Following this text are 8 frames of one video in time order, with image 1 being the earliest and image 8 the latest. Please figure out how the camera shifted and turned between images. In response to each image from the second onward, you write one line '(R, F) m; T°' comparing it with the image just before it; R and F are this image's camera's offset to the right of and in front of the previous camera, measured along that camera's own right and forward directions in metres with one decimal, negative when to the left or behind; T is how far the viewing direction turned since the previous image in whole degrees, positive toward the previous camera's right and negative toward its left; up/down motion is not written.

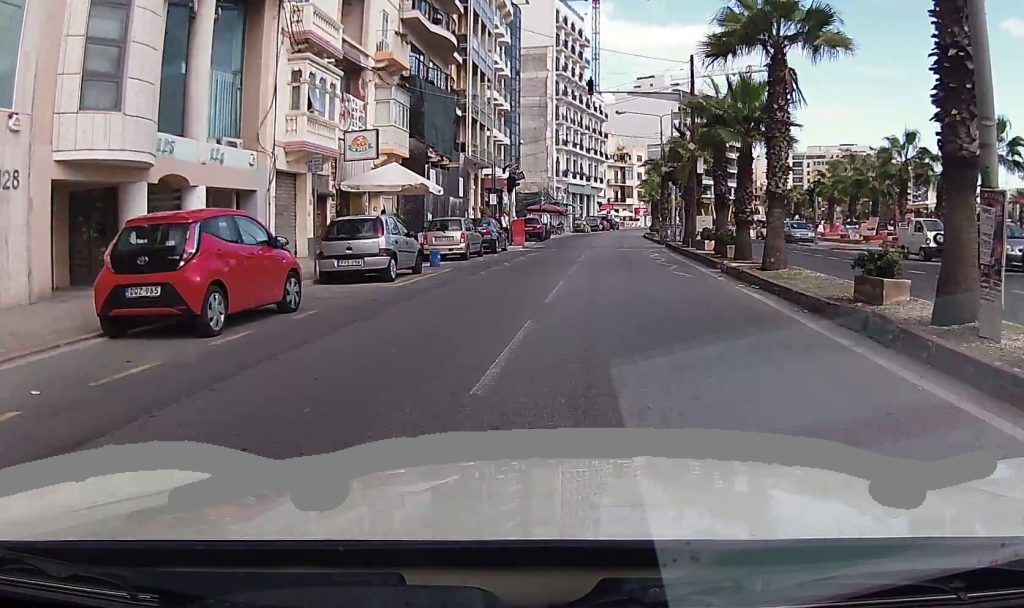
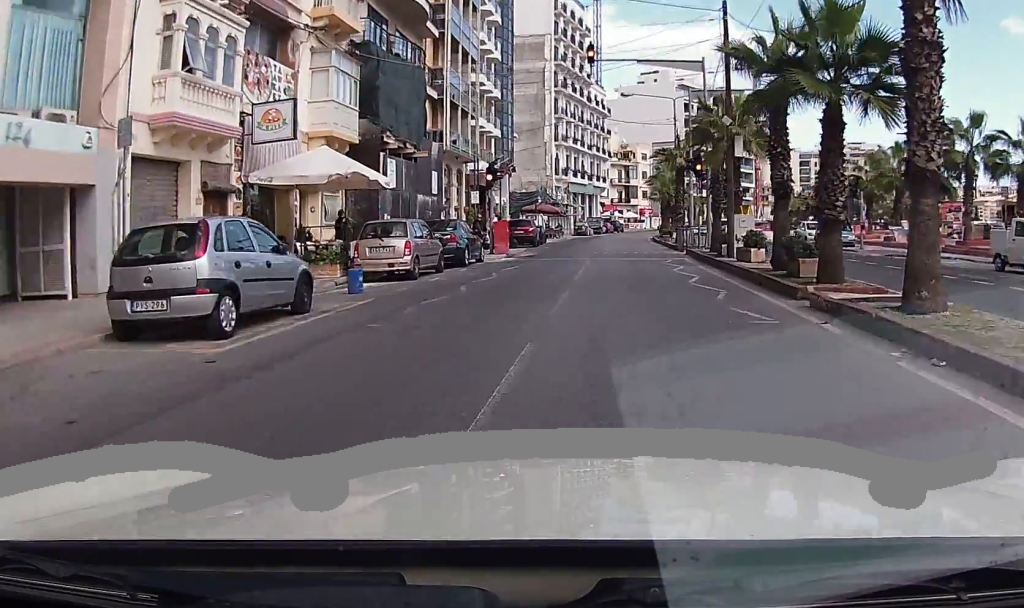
(-0.3, +7.3) m; +1°
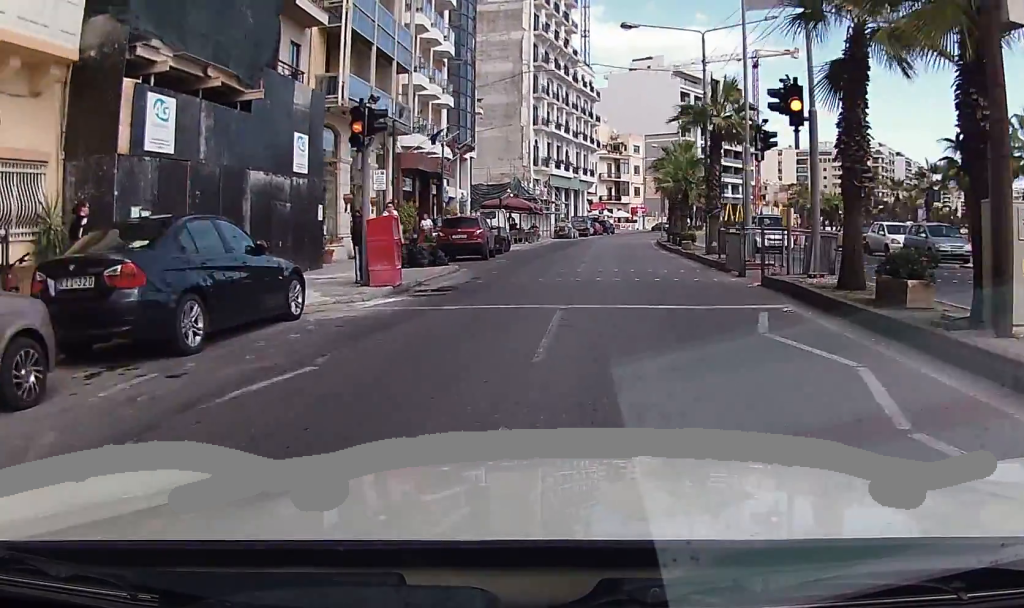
(+0.7, +14.2) m; +3°
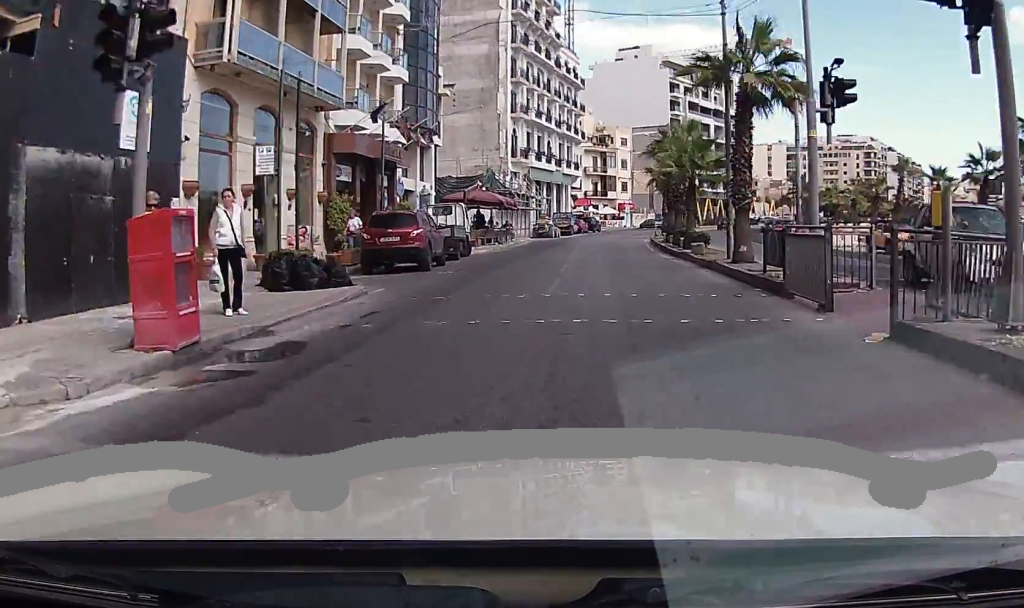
(0.0, +7.1) m; 0°
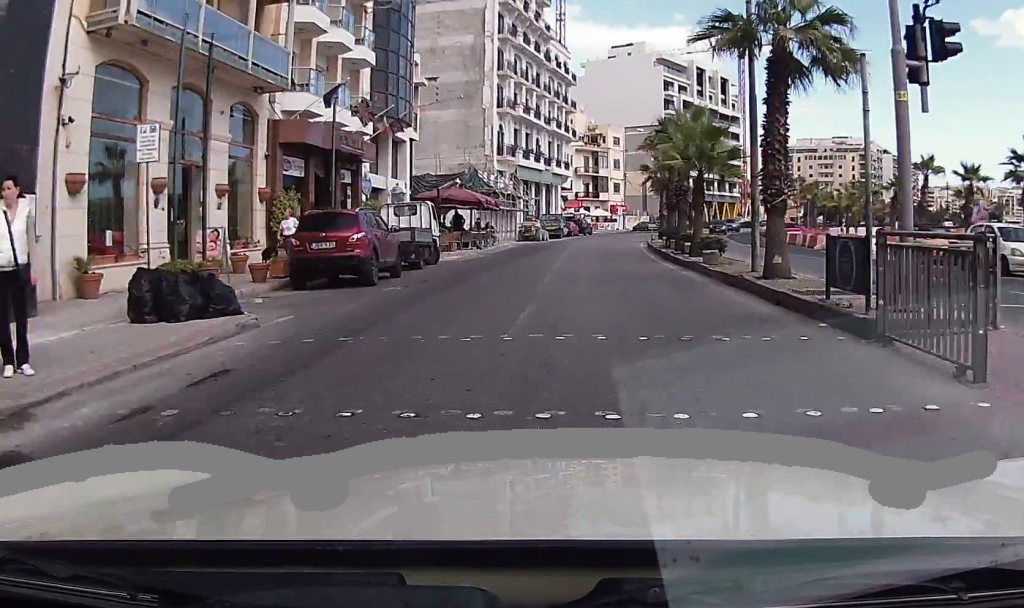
(0.0, +3.9) m; 0°
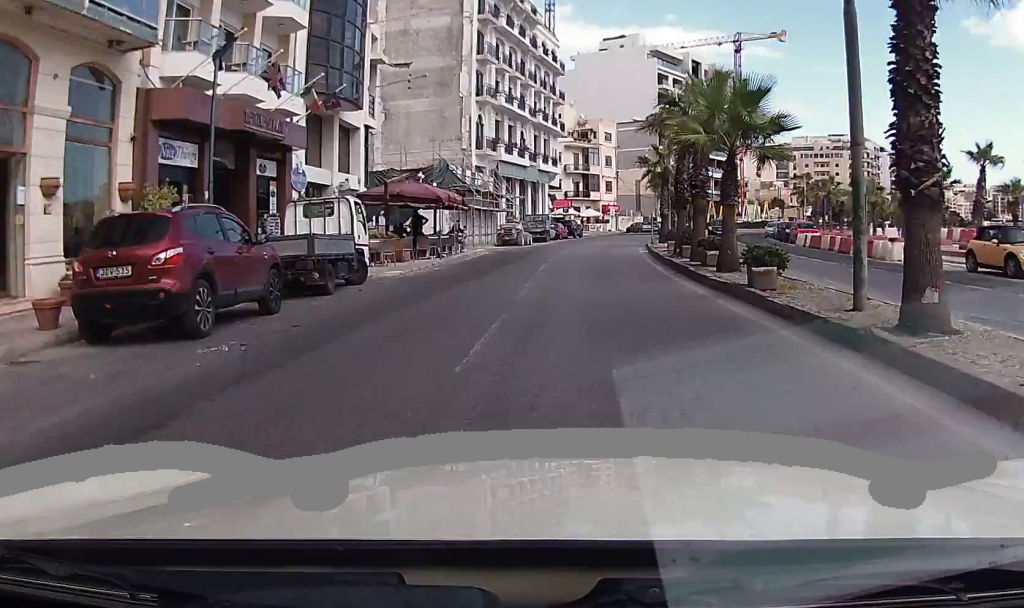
(0.0, +6.9) m; 0°
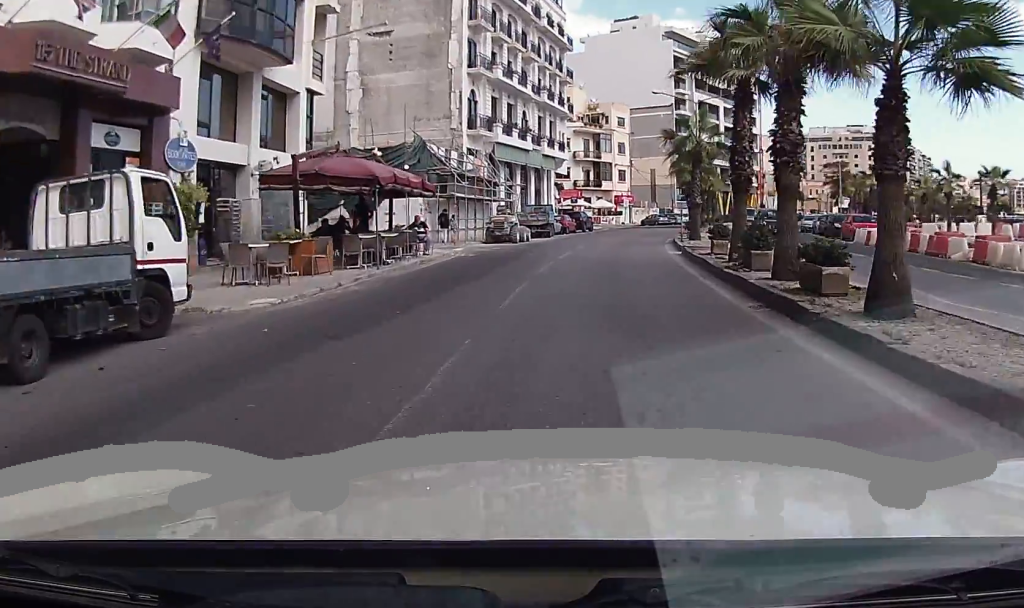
(0.0, +8.8) m; +1°
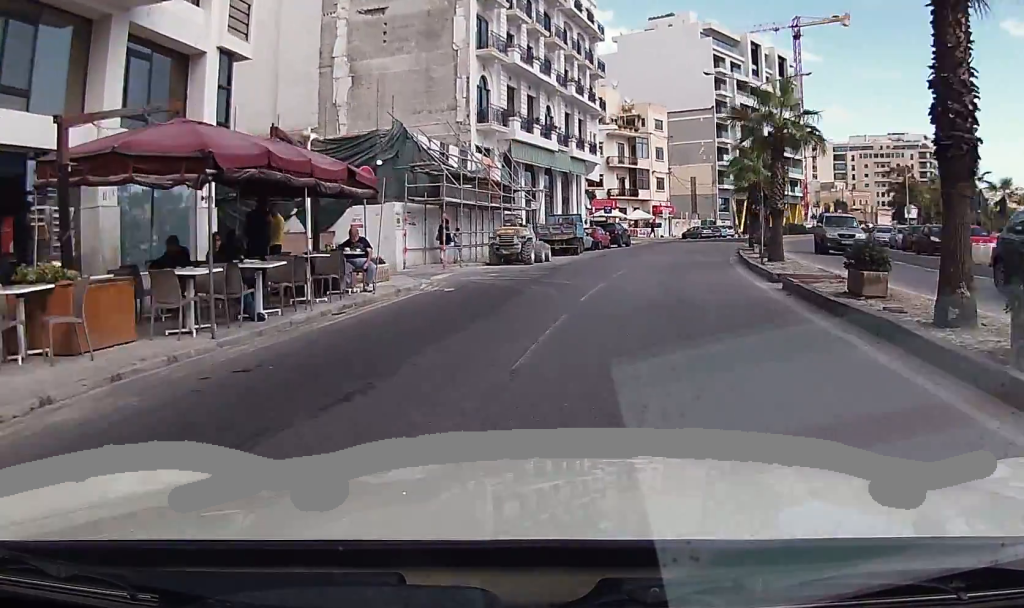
(+0.3, +9.3) m; -2°
